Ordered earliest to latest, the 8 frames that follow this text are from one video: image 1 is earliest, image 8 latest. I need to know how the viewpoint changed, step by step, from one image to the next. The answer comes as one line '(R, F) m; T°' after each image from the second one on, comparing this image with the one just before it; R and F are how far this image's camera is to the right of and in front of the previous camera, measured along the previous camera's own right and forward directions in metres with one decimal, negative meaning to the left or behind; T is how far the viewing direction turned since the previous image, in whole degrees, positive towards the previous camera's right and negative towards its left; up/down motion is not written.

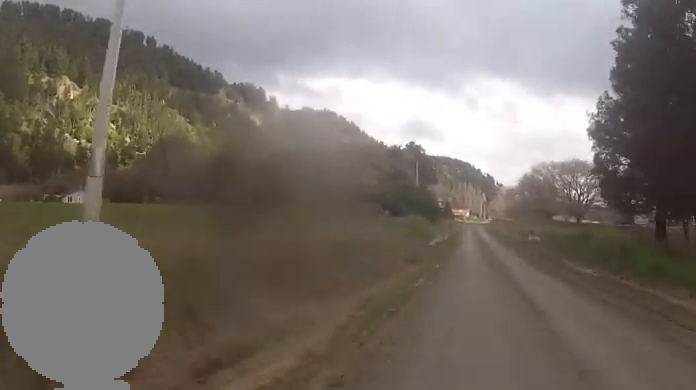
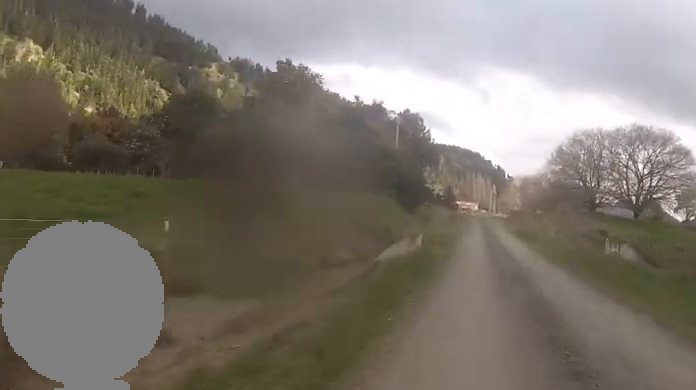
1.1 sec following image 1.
(-1.4, +27.9) m; 0°
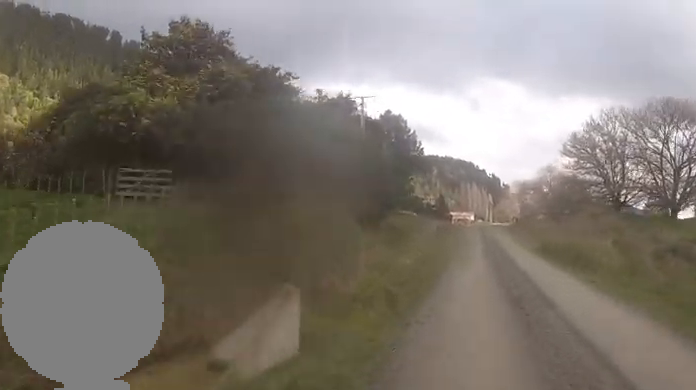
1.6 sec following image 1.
(+0.3, +13.6) m; +1°
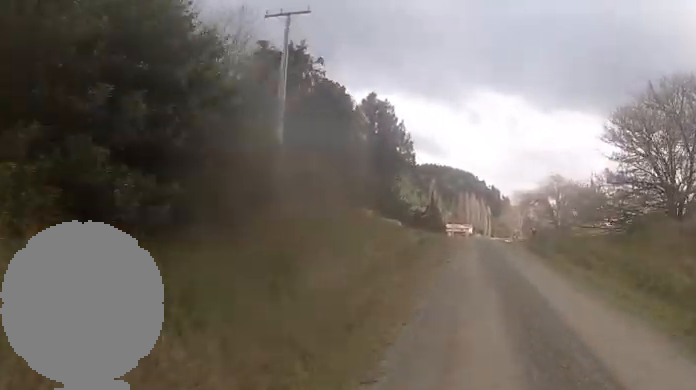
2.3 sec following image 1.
(+1.3, +18.5) m; +2°
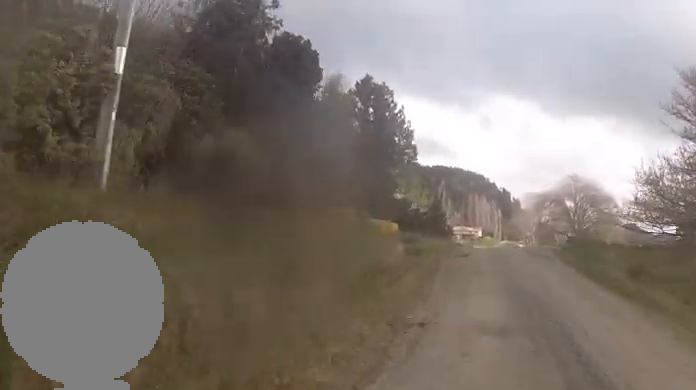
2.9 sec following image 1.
(-0.4, +12.8) m; -1°
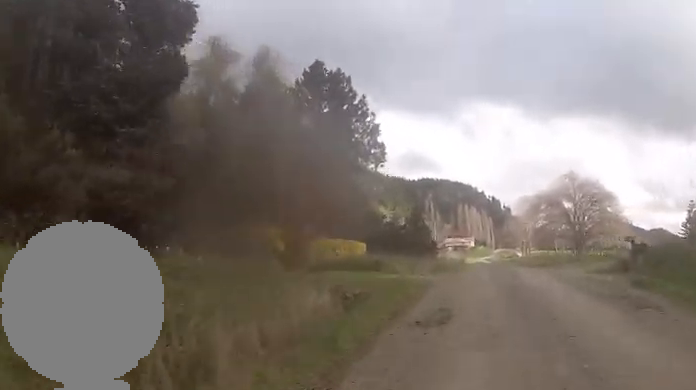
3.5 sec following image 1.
(-0.2, +14.9) m; -1°
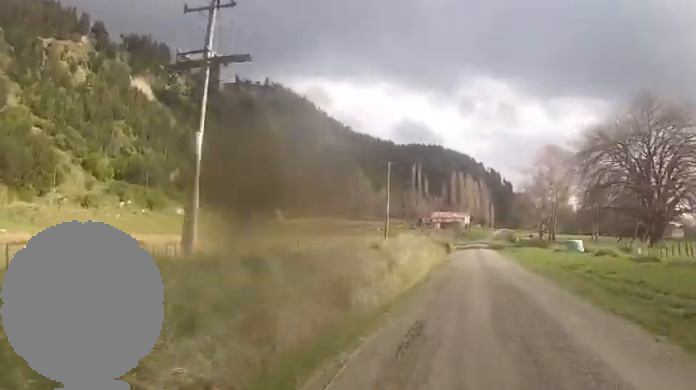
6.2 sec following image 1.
(-0.2, +59.1) m; 0°
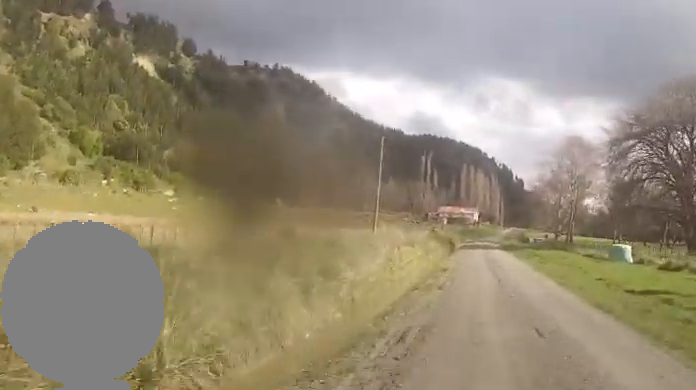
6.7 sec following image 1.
(0.0, +9.8) m; 0°
